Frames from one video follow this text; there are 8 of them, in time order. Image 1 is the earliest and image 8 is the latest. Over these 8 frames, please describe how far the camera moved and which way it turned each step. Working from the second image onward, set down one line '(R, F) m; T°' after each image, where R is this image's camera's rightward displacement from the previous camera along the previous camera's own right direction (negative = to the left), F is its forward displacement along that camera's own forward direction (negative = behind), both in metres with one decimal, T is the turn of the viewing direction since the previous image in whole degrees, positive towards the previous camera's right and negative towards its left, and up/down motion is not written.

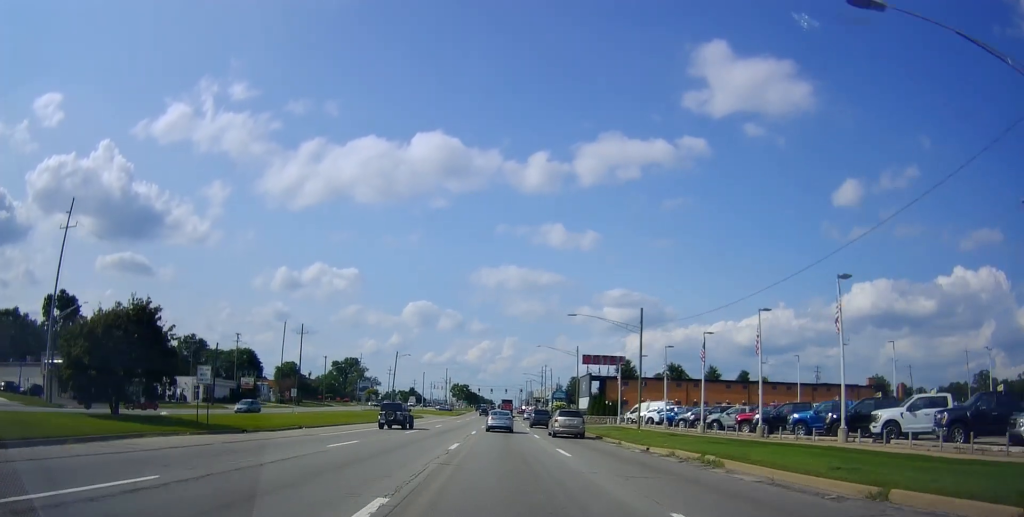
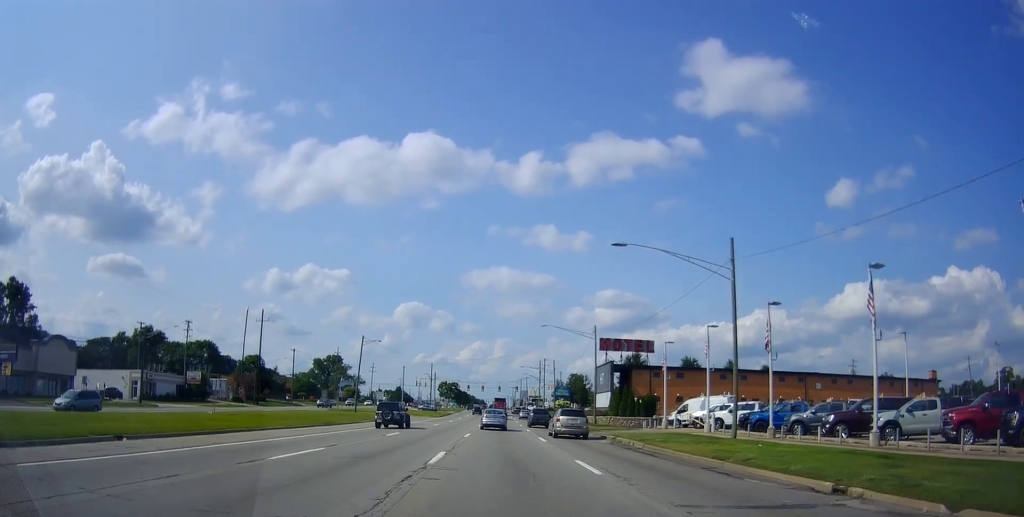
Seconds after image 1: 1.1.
(-0.1, +21.2) m; 0°
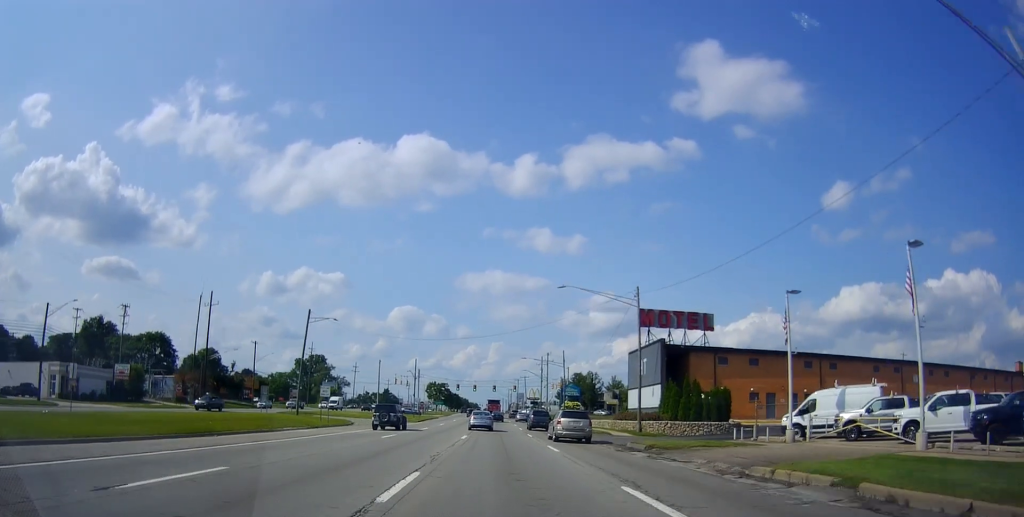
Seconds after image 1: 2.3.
(+0.3, +22.4) m; +2°
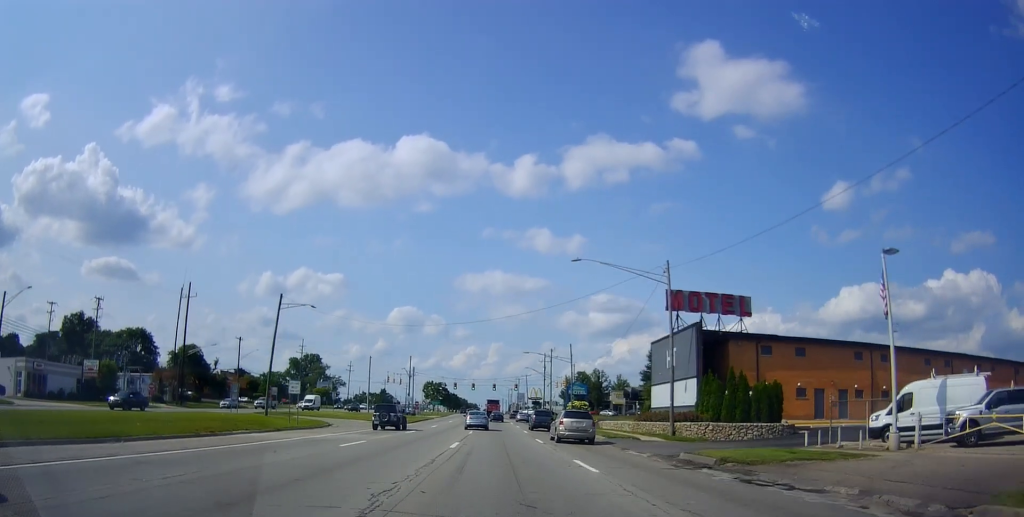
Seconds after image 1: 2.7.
(+0.1, +8.2) m; +1°
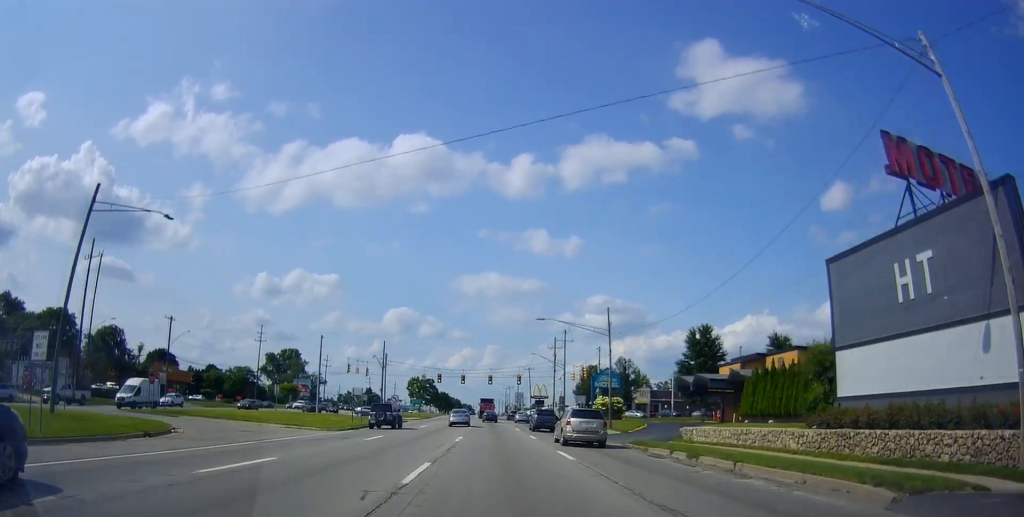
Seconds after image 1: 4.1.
(0.0, +27.1) m; 0°
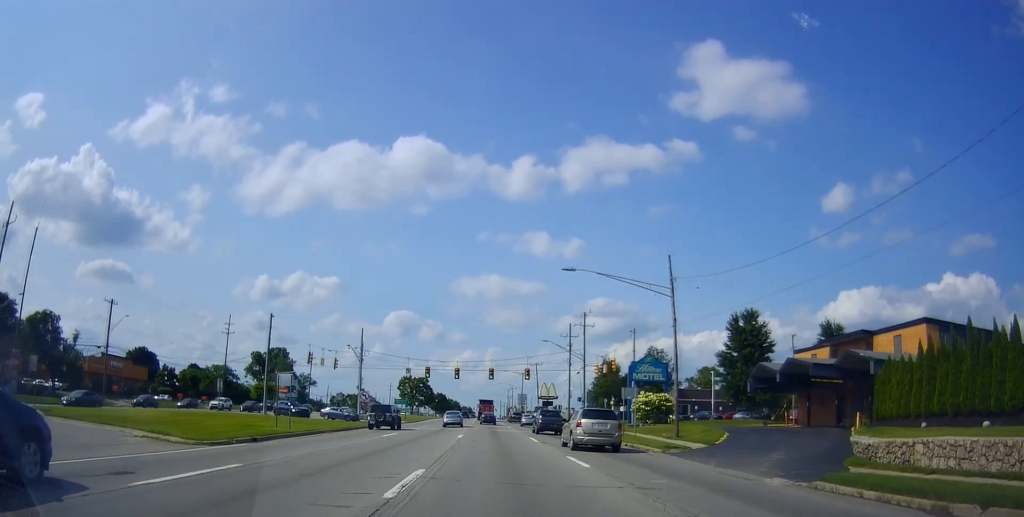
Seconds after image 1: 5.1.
(0.0, +17.7) m; -1°
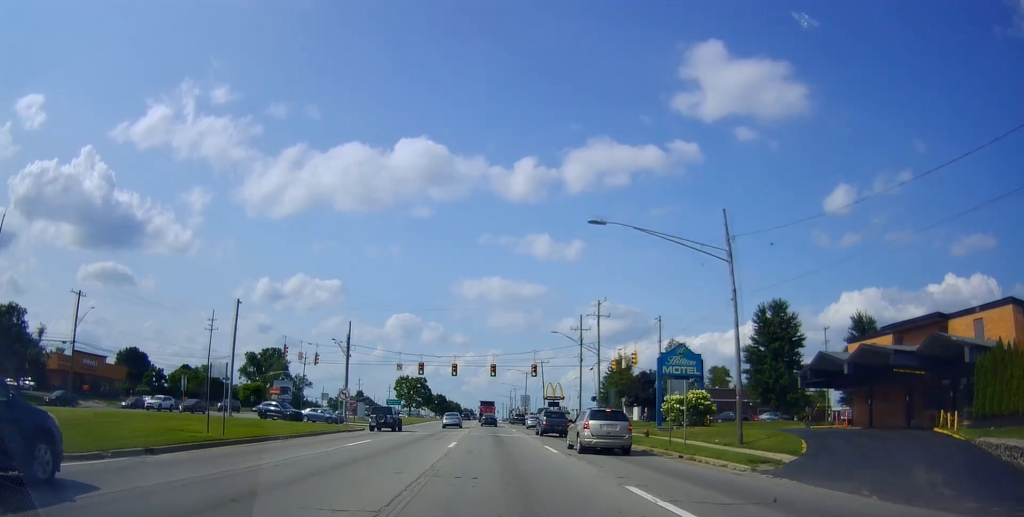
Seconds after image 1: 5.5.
(+0.1, +8.2) m; -1°
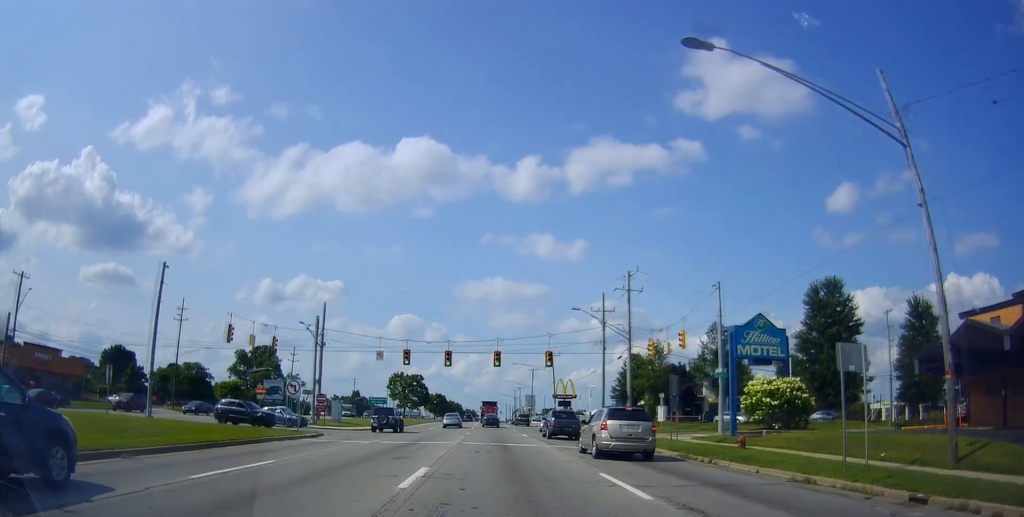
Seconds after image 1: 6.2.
(-0.3, +12.6) m; 0°
